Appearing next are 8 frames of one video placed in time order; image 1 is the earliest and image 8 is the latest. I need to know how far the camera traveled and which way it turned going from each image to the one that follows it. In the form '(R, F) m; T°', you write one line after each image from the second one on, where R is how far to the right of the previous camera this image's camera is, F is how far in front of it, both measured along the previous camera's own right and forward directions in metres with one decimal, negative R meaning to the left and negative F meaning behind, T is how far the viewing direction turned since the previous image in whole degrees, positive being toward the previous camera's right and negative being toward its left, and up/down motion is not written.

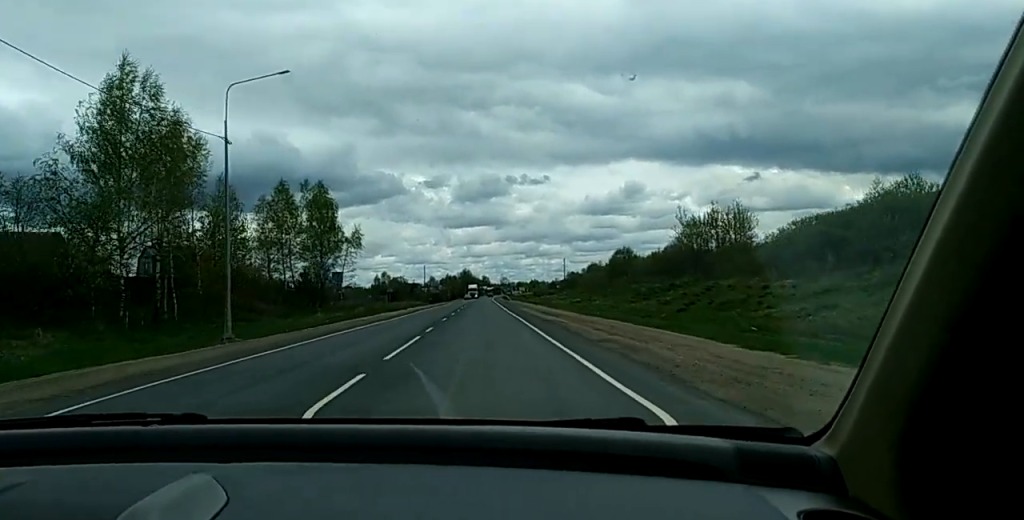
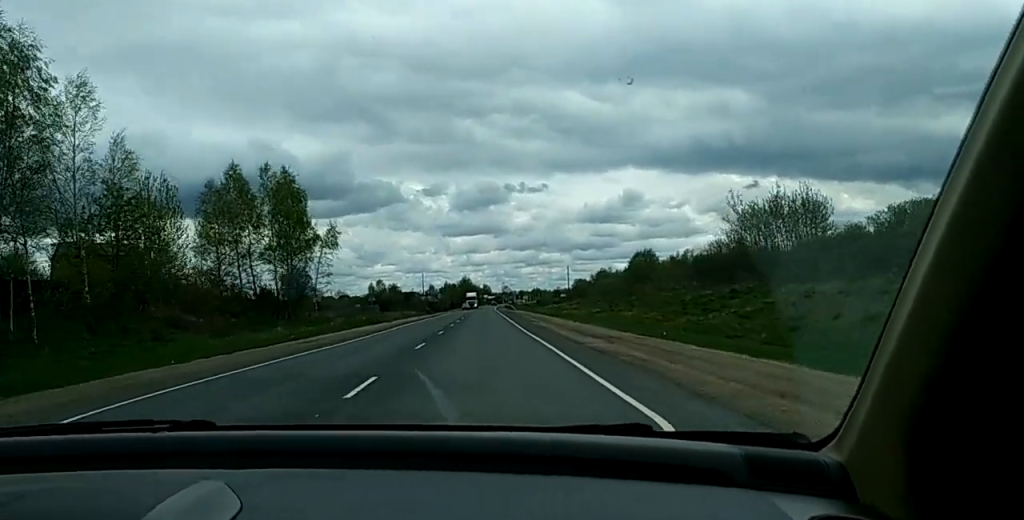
(0.0, +16.4) m; 0°
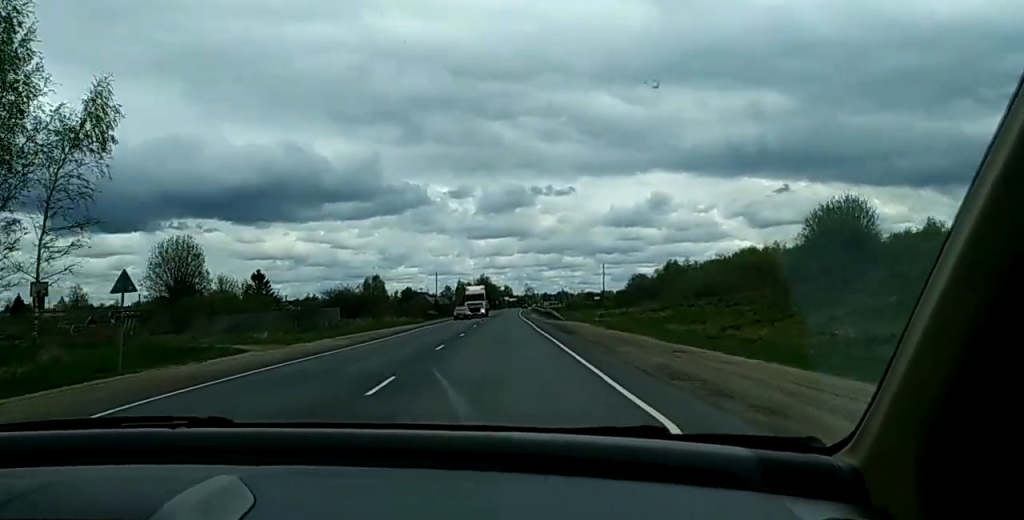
(0.0, +60.6) m; 0°
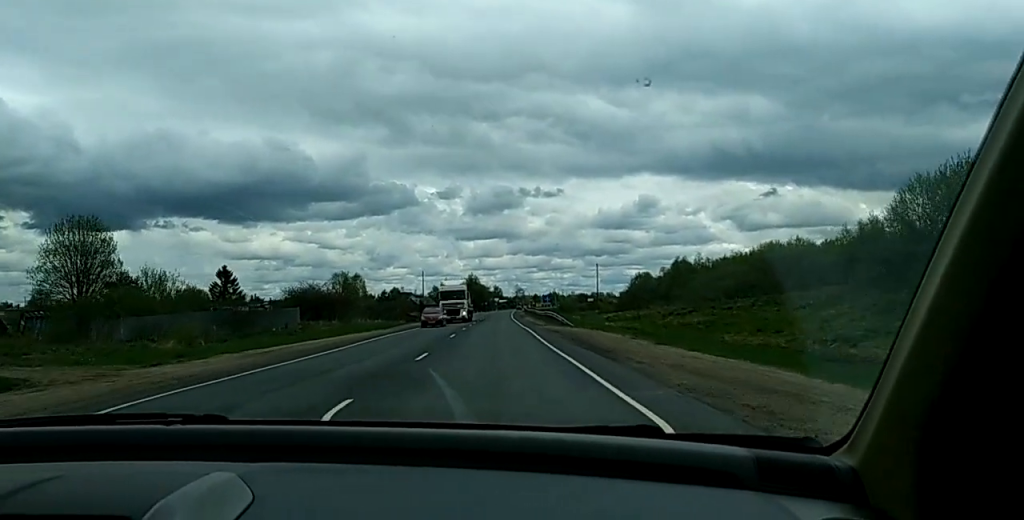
(0.0, +15.8) m; 0°
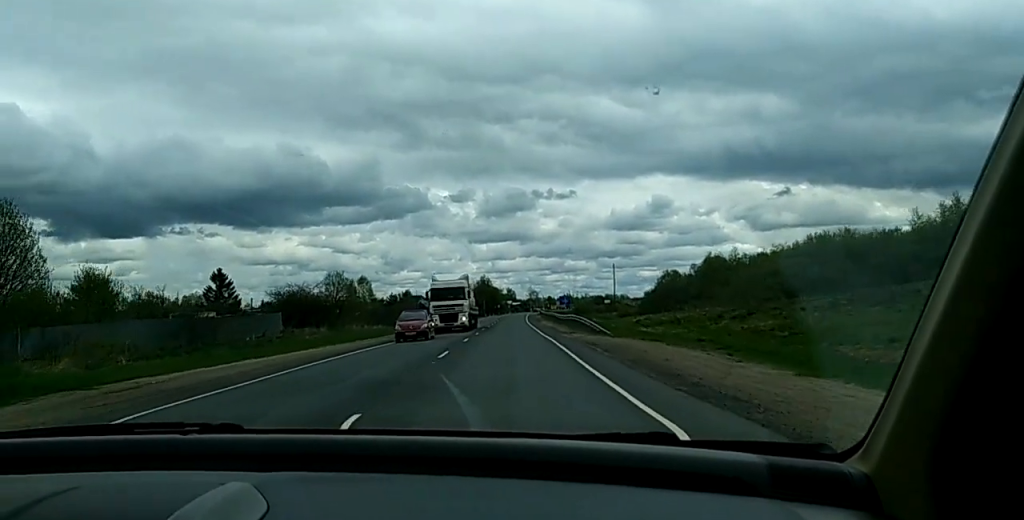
(0.0, +13.2) m; 0°
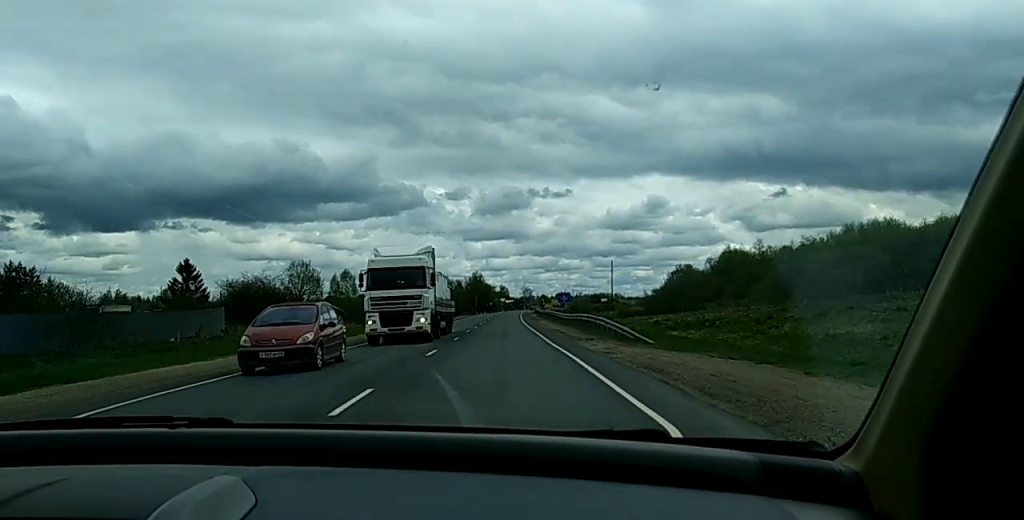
(0.0, +13.2) m; 0°
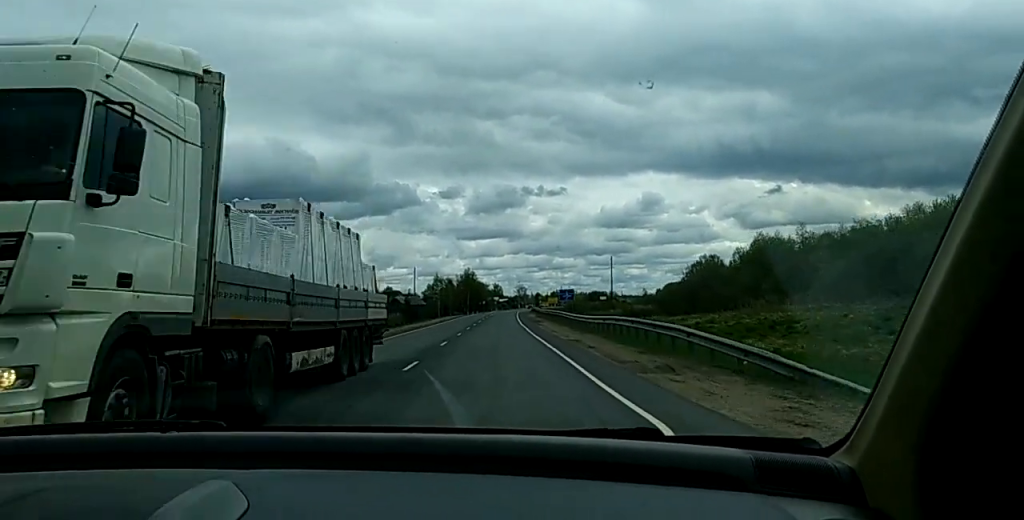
(0.0, +16.1) m; 0°
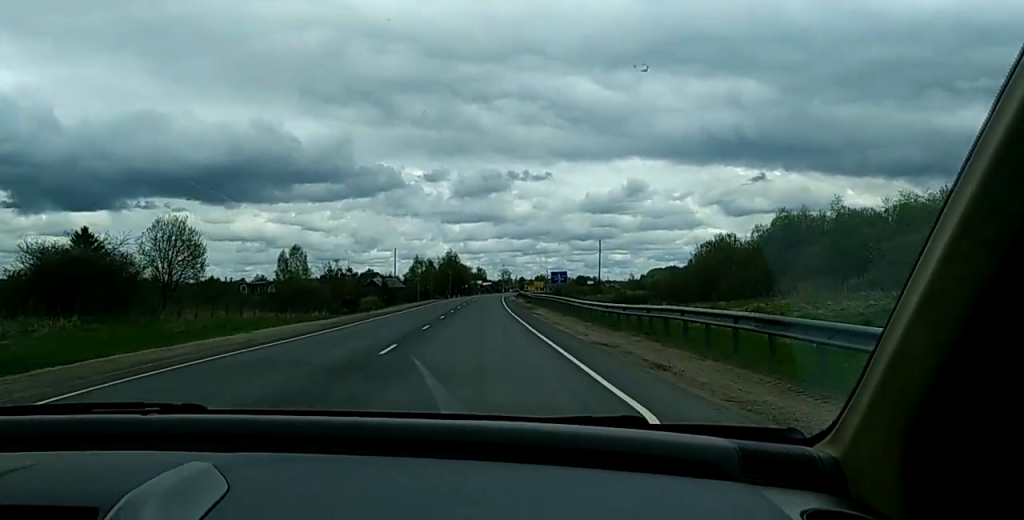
(0.0, +13.2) m; 0°
